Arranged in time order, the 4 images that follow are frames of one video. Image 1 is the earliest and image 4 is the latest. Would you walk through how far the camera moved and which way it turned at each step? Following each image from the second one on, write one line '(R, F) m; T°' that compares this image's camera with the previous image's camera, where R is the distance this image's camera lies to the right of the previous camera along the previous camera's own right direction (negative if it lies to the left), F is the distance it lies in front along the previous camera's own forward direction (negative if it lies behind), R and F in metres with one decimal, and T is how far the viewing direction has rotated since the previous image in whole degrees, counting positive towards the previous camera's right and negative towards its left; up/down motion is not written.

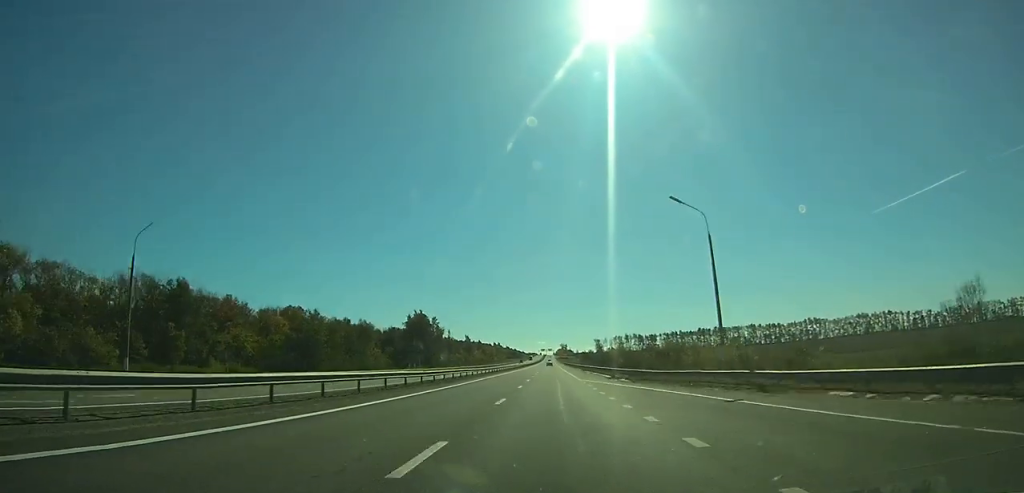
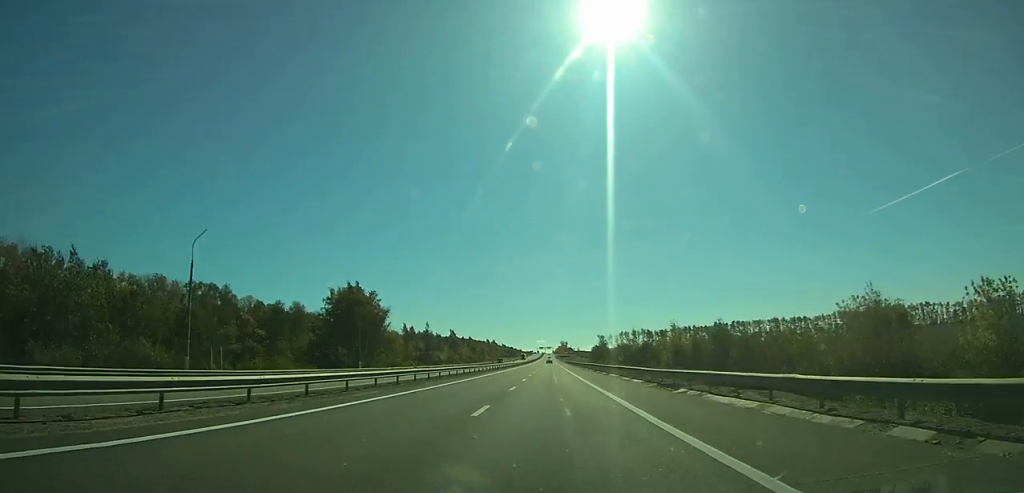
(0.0, +64.4) m; 0°
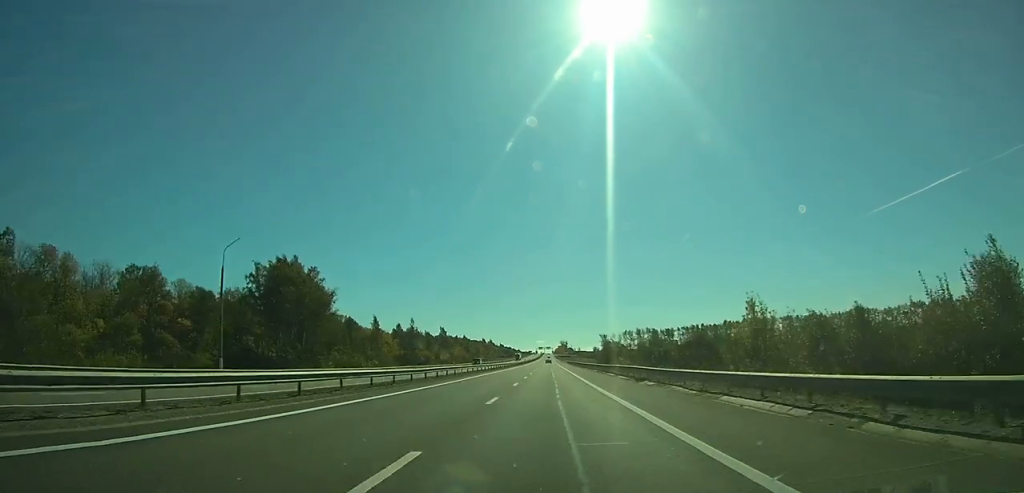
(0.0, +32.3) m; 0°
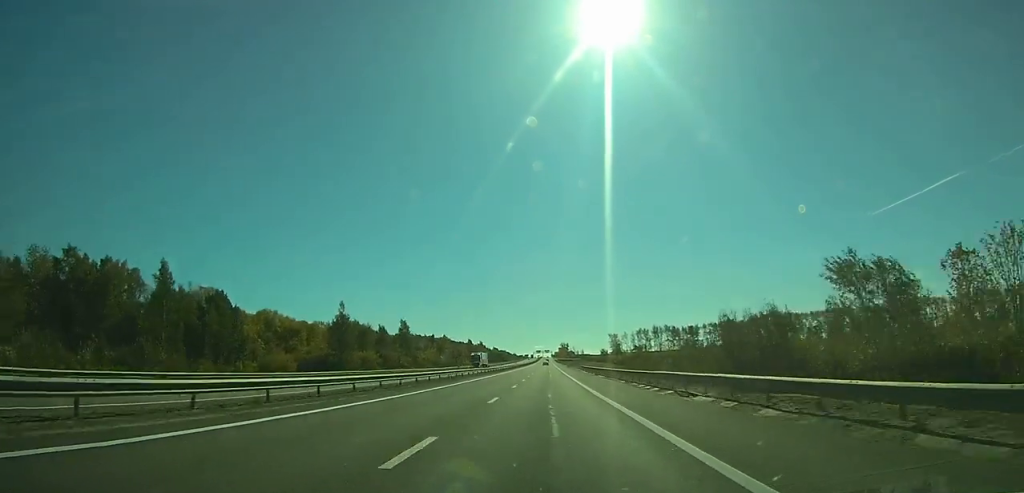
(-0.1, +93.4) m; 0°
